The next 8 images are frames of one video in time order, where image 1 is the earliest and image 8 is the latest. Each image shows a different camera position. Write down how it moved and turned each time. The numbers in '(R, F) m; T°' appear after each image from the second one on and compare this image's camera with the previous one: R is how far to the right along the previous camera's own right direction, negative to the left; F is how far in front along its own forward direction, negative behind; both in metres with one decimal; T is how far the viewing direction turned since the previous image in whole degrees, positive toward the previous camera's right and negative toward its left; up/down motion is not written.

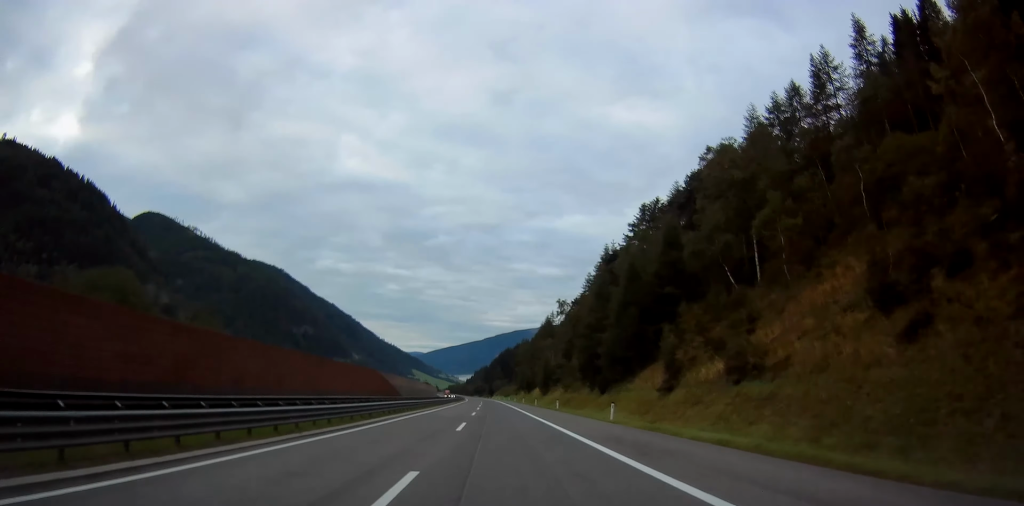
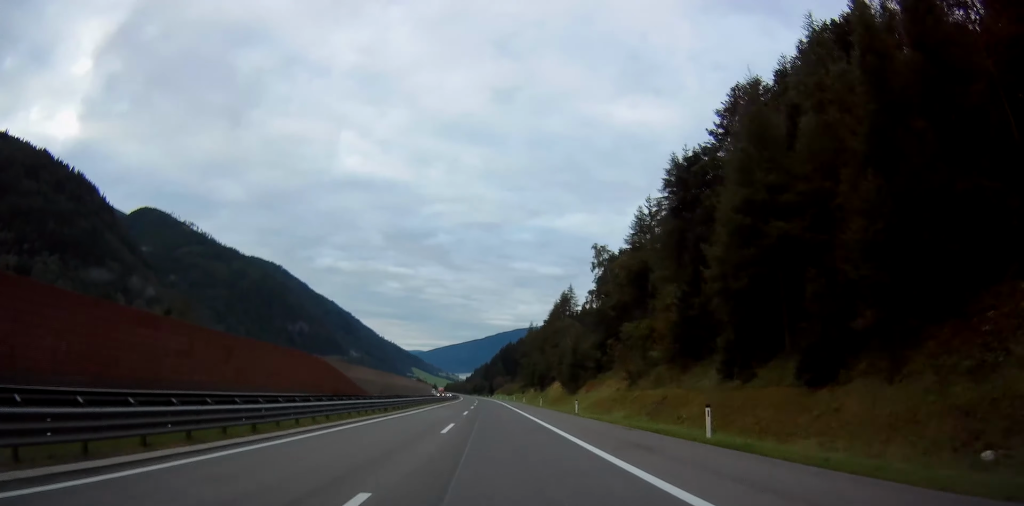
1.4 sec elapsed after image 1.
(-0.2, +38.7) m; -1°
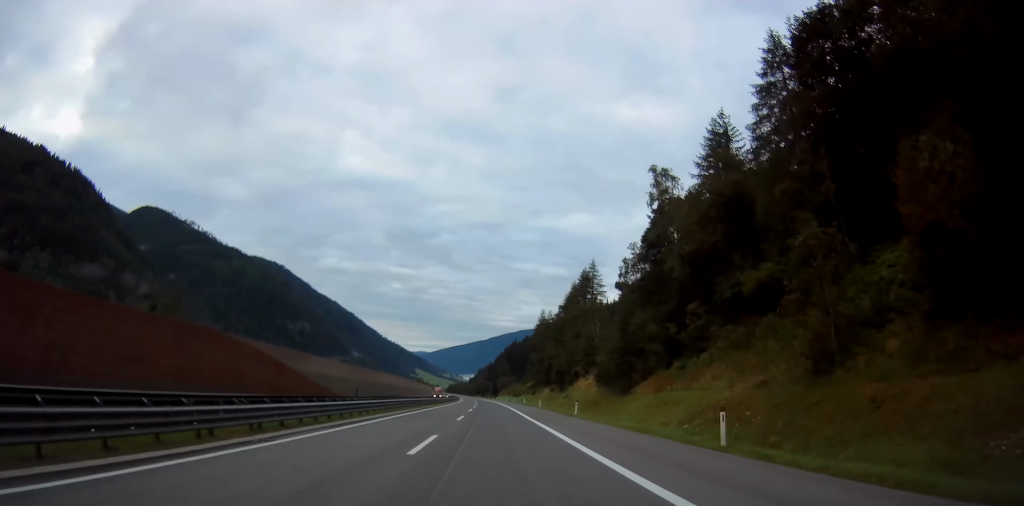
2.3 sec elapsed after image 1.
(-0.3, +24.9) m; -1°
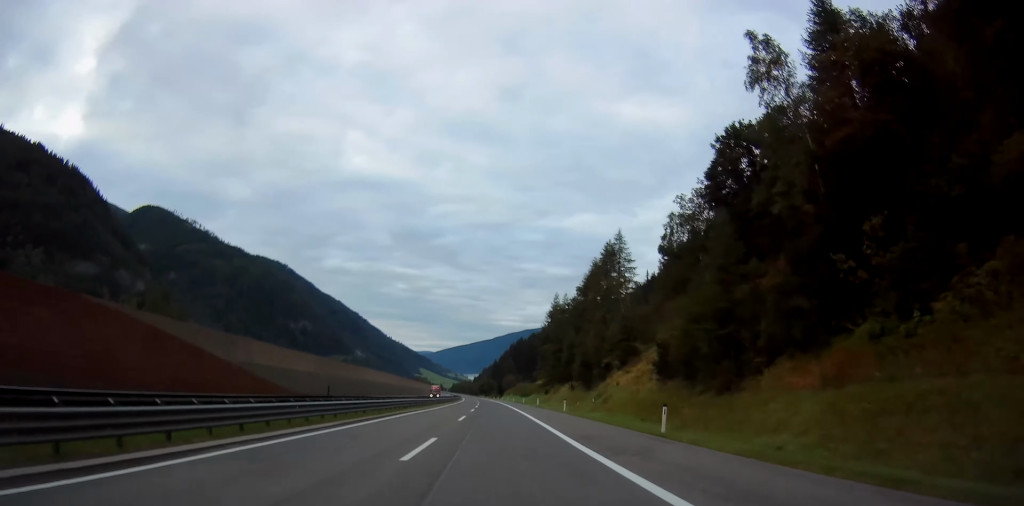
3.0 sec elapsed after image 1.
(-0.2, +19.8) m; 0°
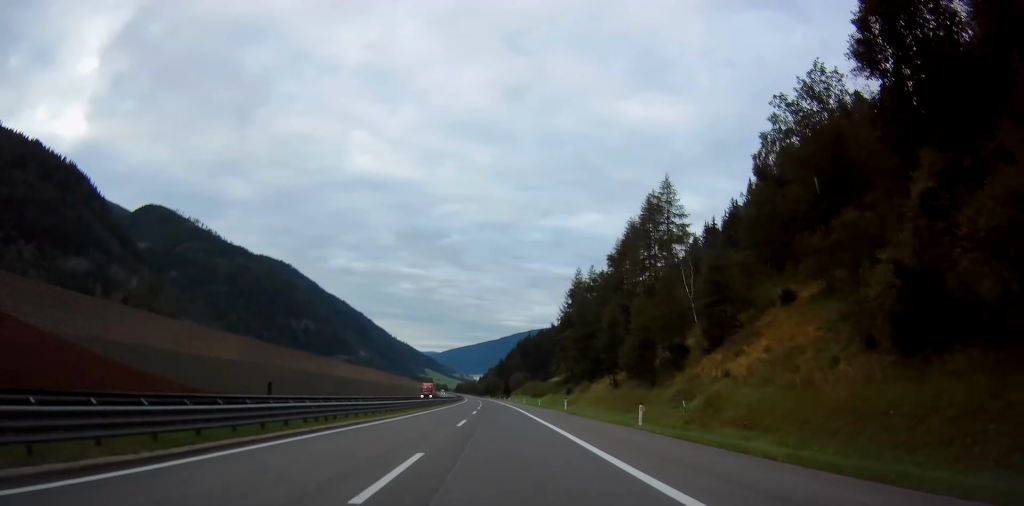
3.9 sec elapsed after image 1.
(+0.1, +22.8) m; 0°
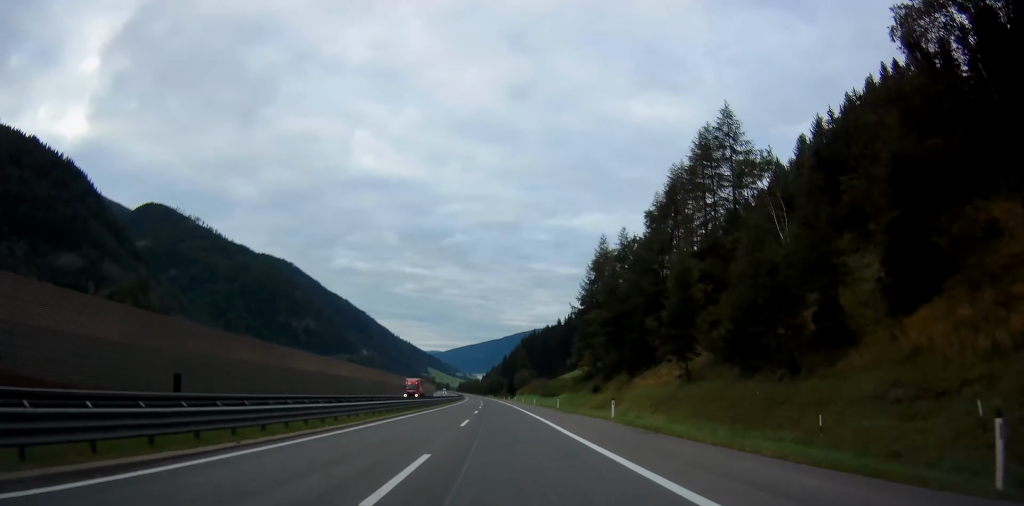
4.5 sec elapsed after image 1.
(+0.4, +18.3) m; 0°
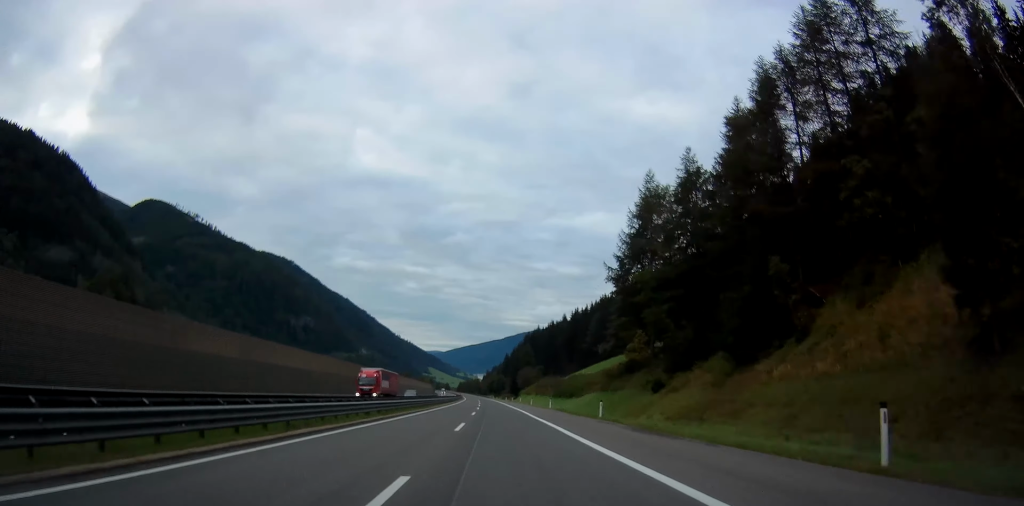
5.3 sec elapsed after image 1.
(-0.4, +21.2) m; -2°
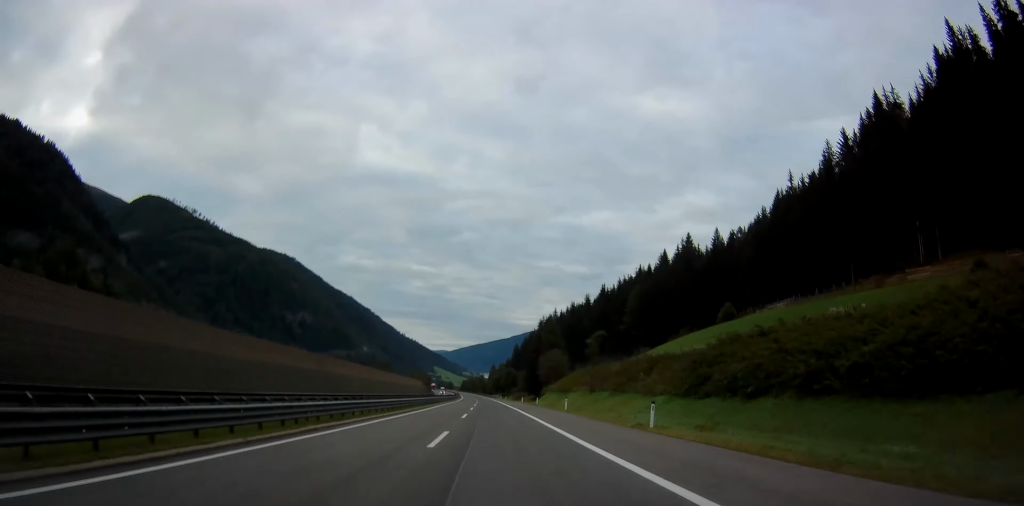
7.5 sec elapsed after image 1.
(+0.4, +61.6) m; 0°
